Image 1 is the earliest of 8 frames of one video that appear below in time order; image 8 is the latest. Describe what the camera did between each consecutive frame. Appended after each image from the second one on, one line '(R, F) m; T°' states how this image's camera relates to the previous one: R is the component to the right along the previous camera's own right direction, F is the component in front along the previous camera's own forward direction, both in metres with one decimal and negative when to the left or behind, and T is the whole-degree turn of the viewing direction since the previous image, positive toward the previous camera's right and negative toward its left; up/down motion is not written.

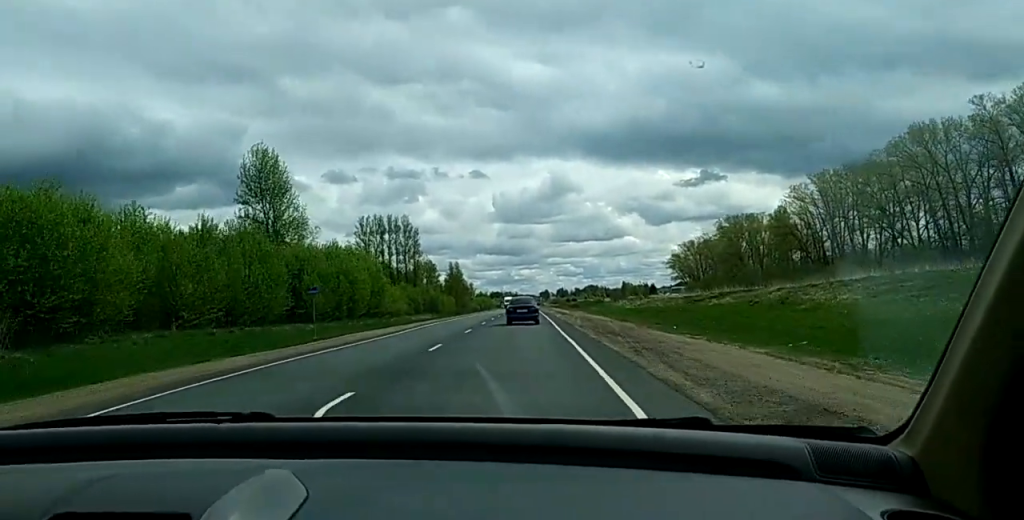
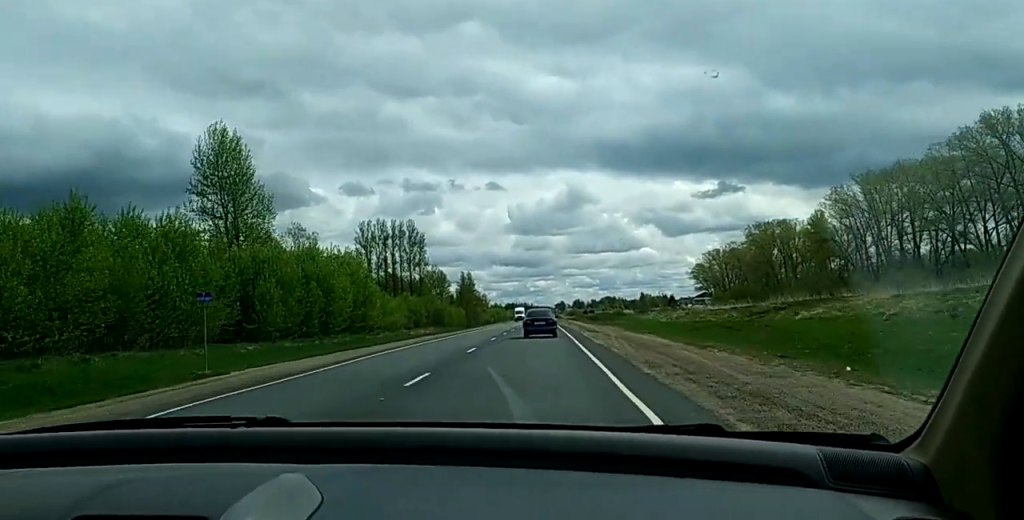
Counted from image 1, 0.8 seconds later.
(+0.1, +15.5) m; 0°
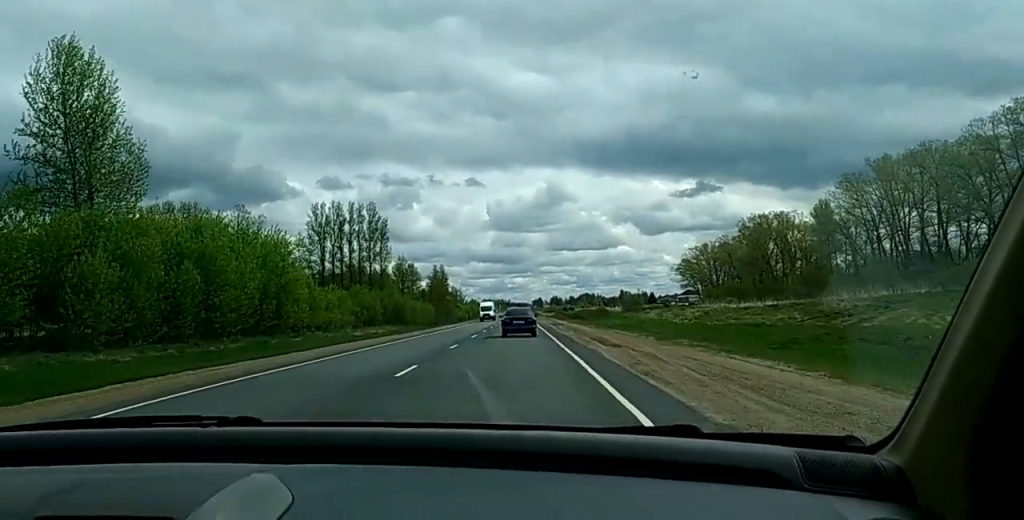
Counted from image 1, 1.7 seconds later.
(0.0, +19.6) m; 0°
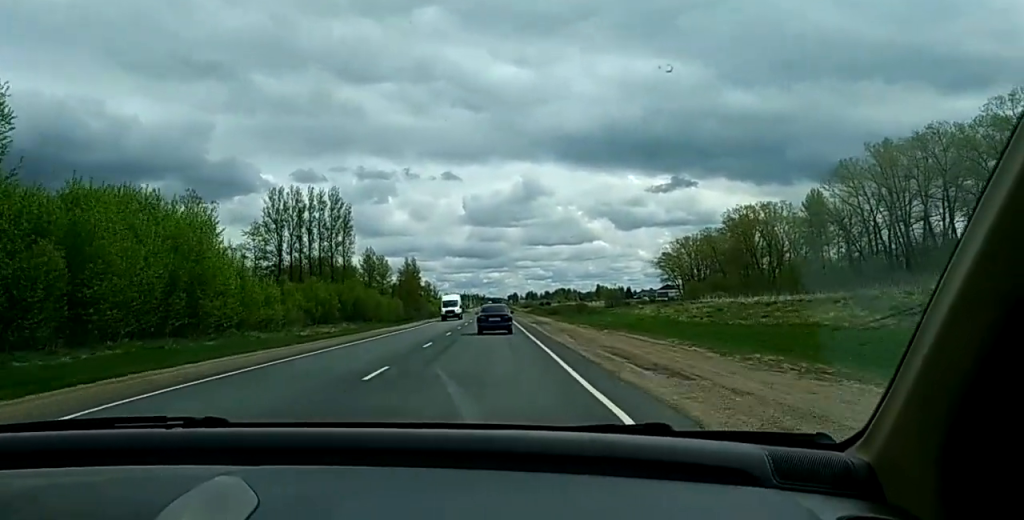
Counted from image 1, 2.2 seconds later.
(0.0, +11.3) m; 0°
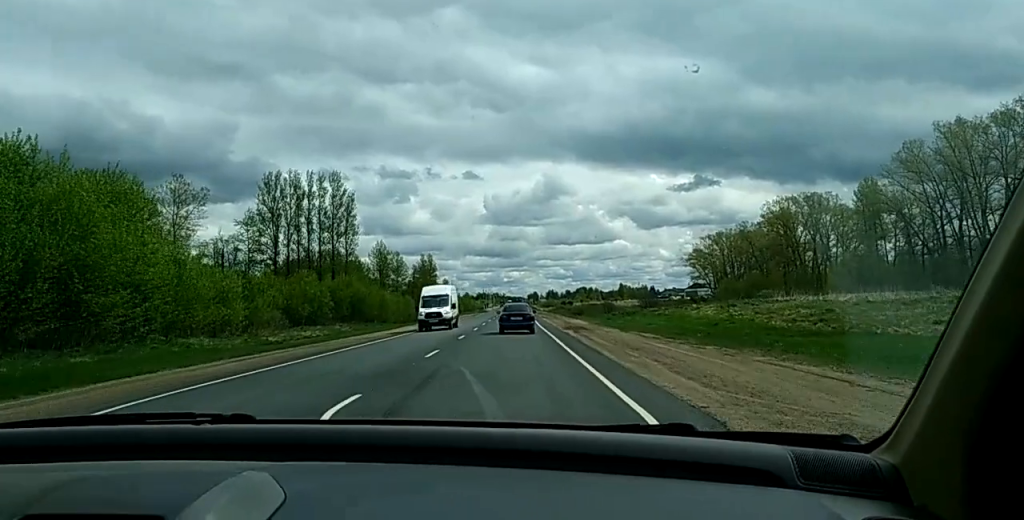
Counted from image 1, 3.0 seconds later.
(-0.1, +18.5) m; 0°
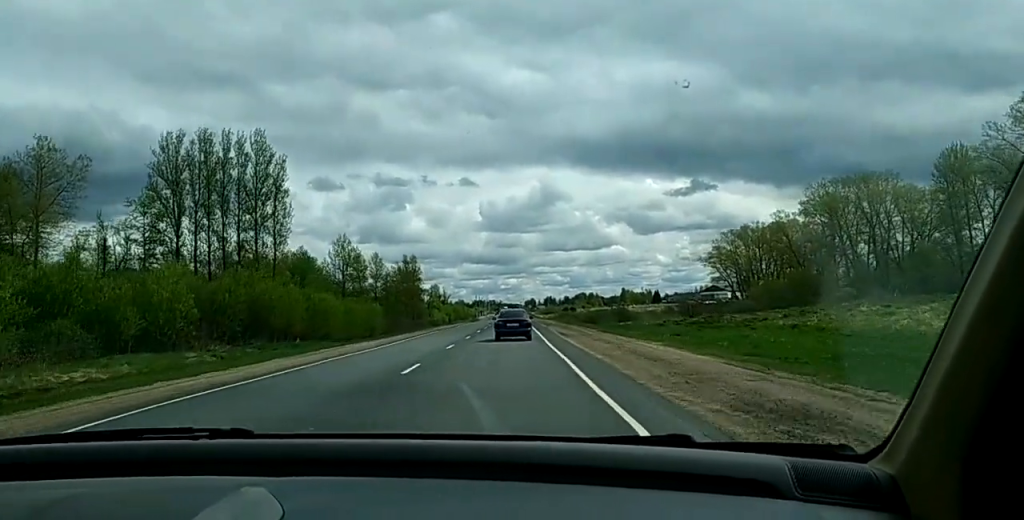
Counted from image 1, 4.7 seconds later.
(+0.1, +44.2) m; 0°
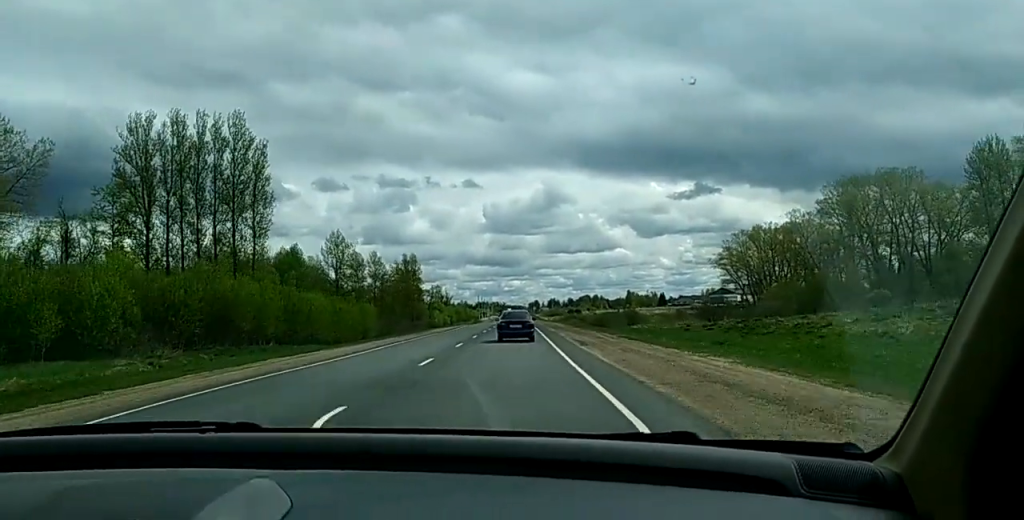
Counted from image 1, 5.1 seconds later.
(0.0, +10.0) m; 0°
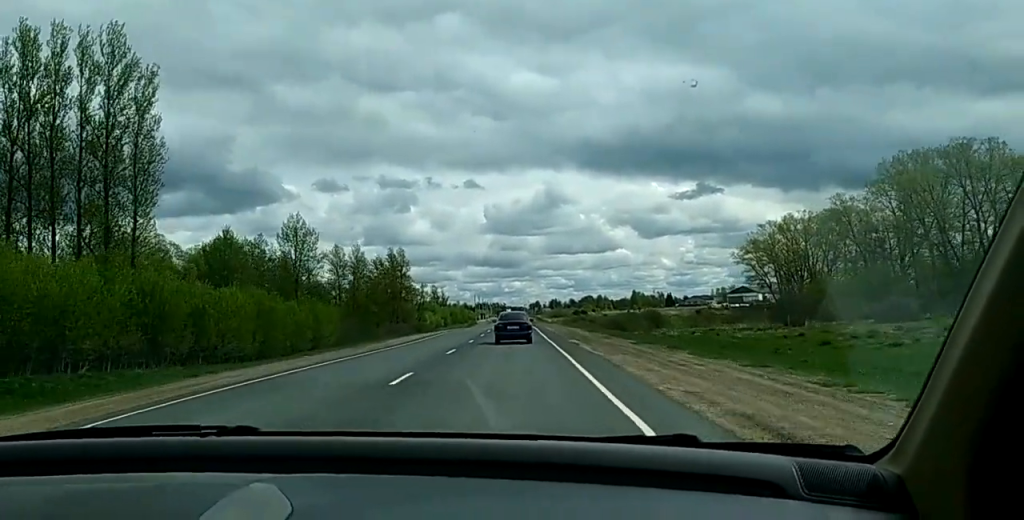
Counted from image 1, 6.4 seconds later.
(-0.1, +27.0) m; 0°
